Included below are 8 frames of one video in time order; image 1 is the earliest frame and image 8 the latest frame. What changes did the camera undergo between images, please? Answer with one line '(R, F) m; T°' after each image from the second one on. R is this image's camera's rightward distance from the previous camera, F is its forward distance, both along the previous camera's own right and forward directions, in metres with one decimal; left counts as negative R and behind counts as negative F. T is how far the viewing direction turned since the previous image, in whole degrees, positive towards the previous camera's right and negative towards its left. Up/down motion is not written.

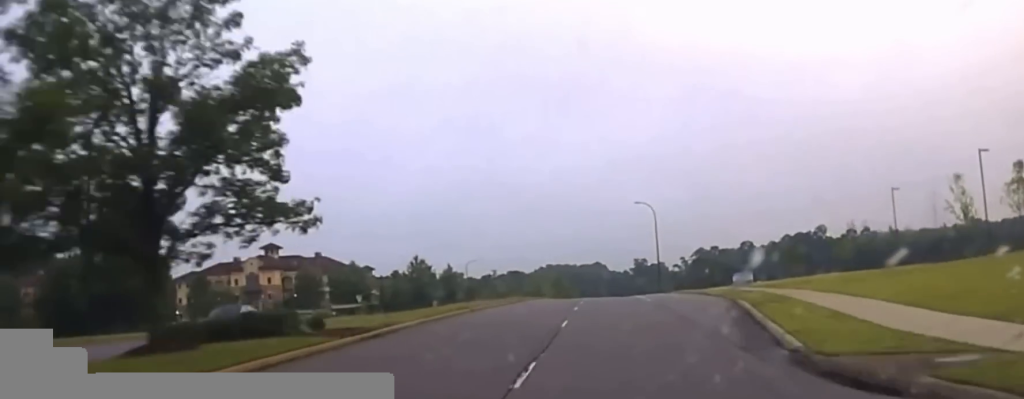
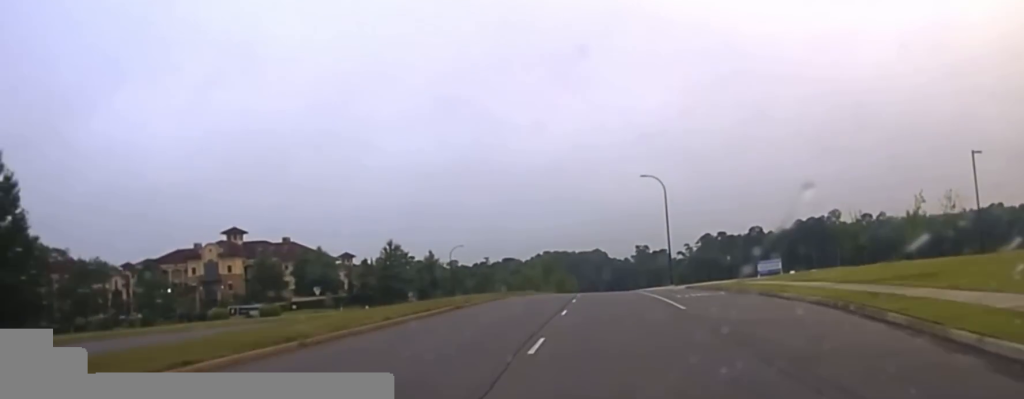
(-0.1, +21.1) m; 0°
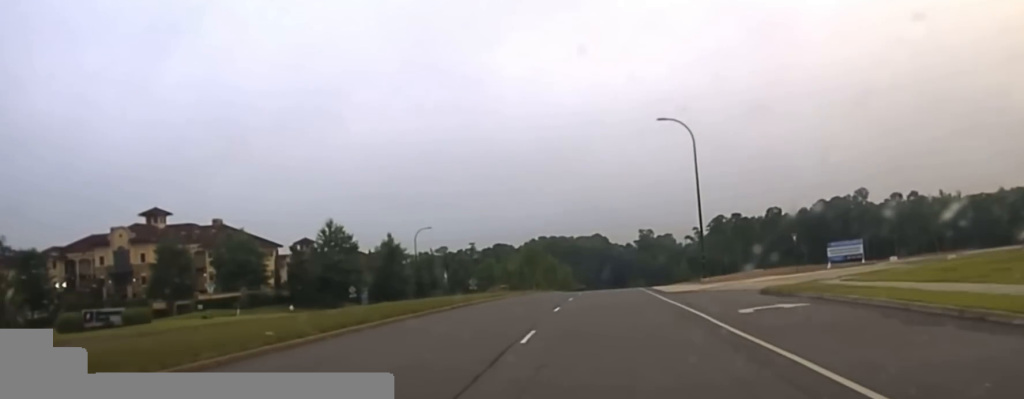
(+0.2, +34.4) m; 0°
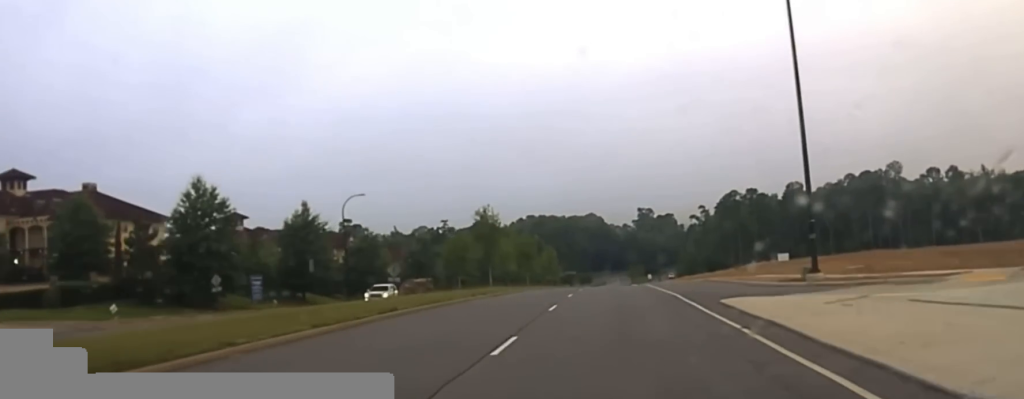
(+0.1, +36.3) m; 0°
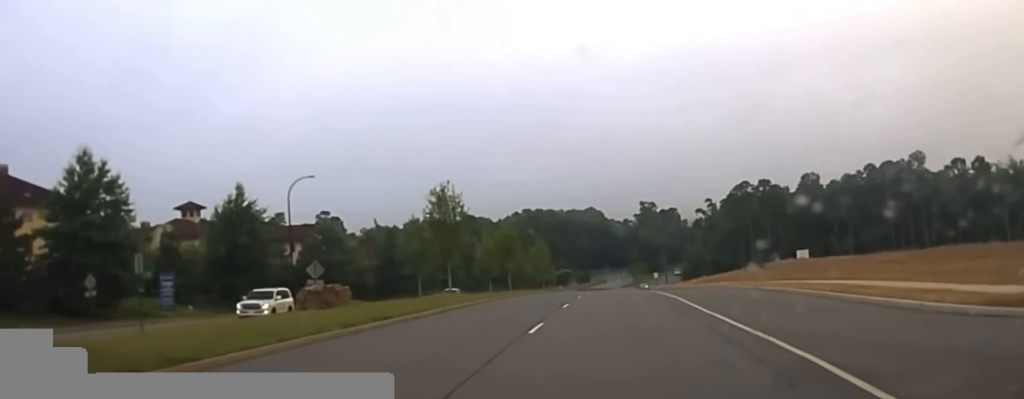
(-0.1, +17.7) m; 0°
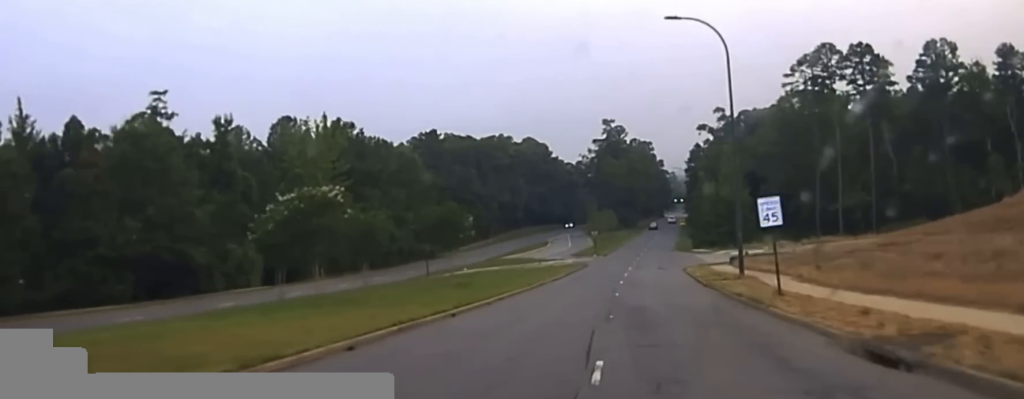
(+3.3, +116.6) m; +3°
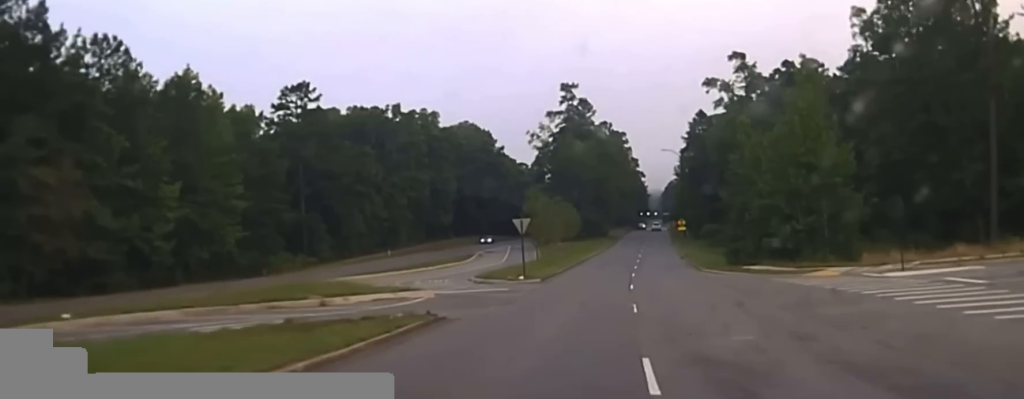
(+1.2, +70.3) m; +2°
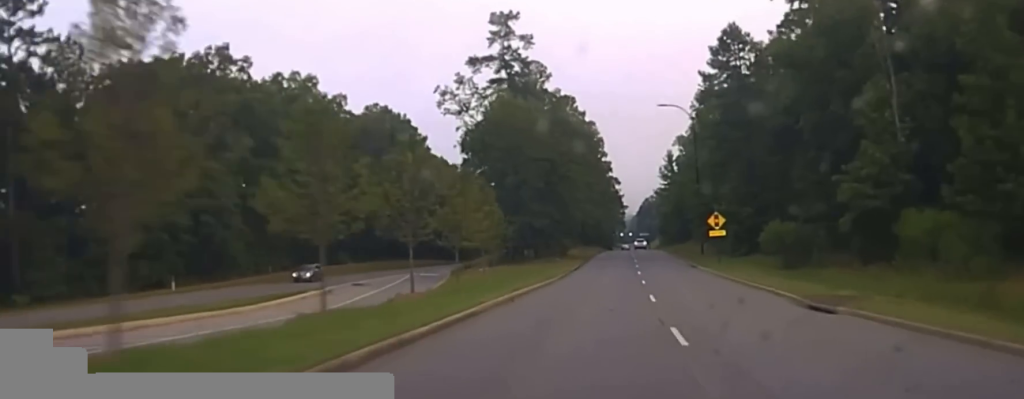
(+1.1, +60.6) m; +1°
